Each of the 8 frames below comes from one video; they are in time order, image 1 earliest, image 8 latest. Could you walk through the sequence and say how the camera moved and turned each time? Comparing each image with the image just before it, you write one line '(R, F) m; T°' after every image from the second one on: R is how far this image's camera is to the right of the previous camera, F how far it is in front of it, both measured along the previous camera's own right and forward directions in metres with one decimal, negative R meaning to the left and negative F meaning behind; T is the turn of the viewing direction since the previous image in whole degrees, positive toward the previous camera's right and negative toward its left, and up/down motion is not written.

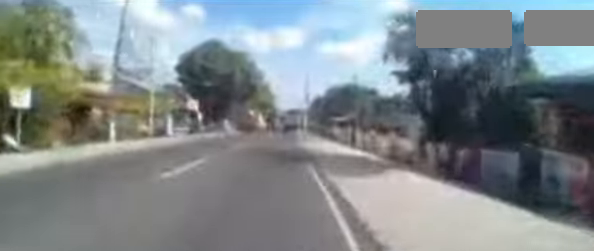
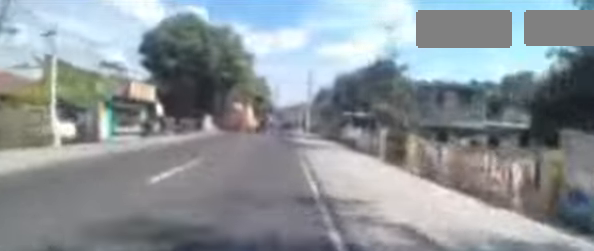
(0.0, +9.2) m; 0°
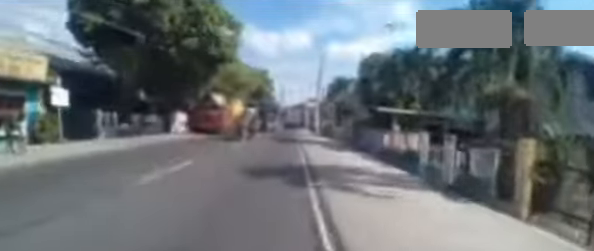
(0.0, +10.2) m; 0°
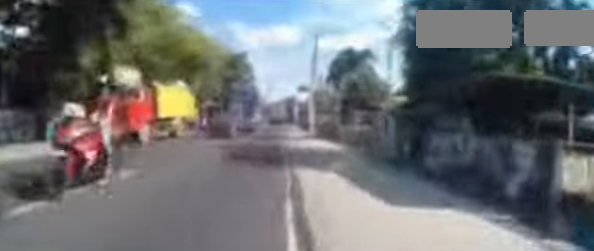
(0.0, +10.7) m; 0°
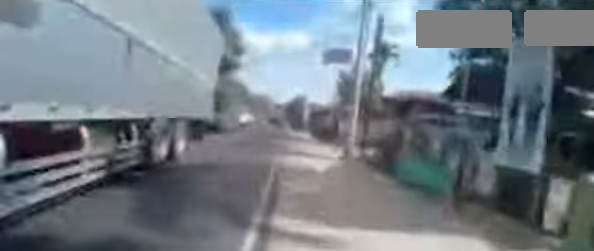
(0.0, +17.0) m; -2°
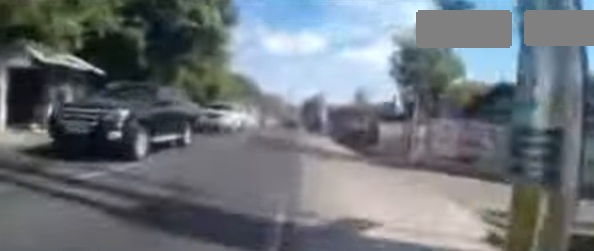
(-0.4, +8.8) m; -2°
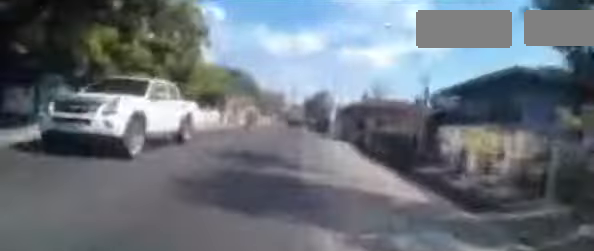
(-0.1, +7.3) m; 0°
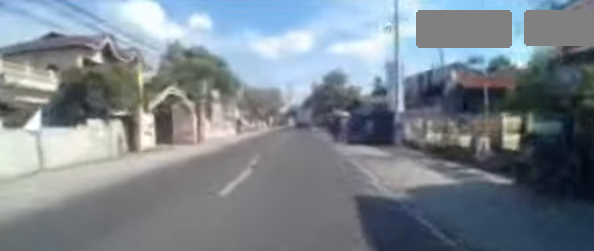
(+0.9, +21.6) m; +4°
